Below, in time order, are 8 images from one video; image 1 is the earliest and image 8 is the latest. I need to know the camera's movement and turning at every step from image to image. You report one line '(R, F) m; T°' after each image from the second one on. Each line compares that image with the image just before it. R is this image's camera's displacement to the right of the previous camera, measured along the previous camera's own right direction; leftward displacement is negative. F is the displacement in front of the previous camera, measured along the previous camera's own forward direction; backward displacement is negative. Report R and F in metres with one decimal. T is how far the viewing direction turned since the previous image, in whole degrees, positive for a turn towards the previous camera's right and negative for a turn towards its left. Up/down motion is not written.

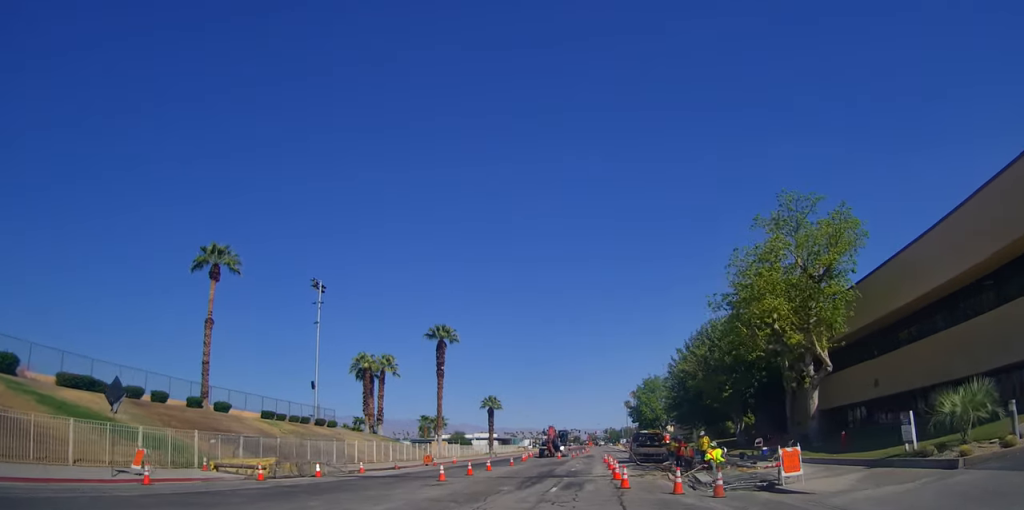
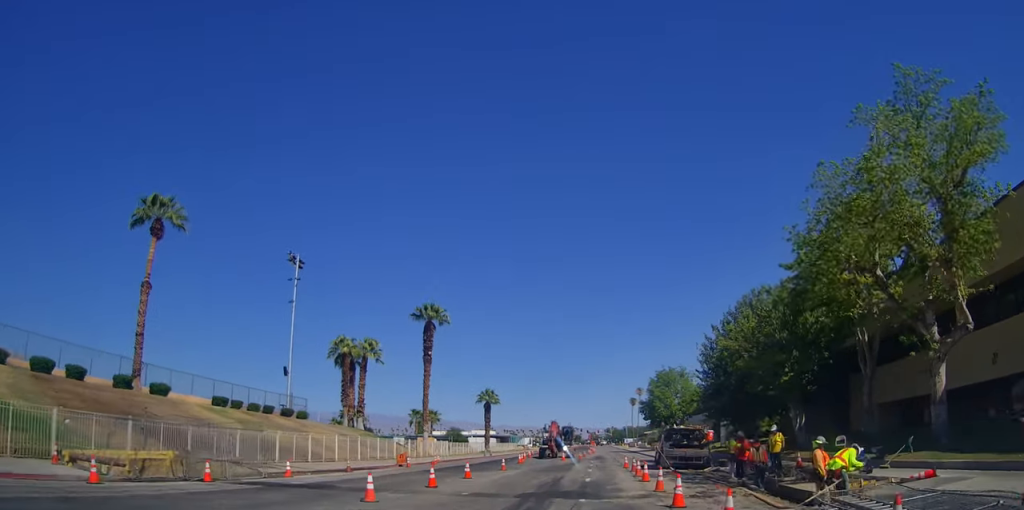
(-0.5, +9.7) m; -3°
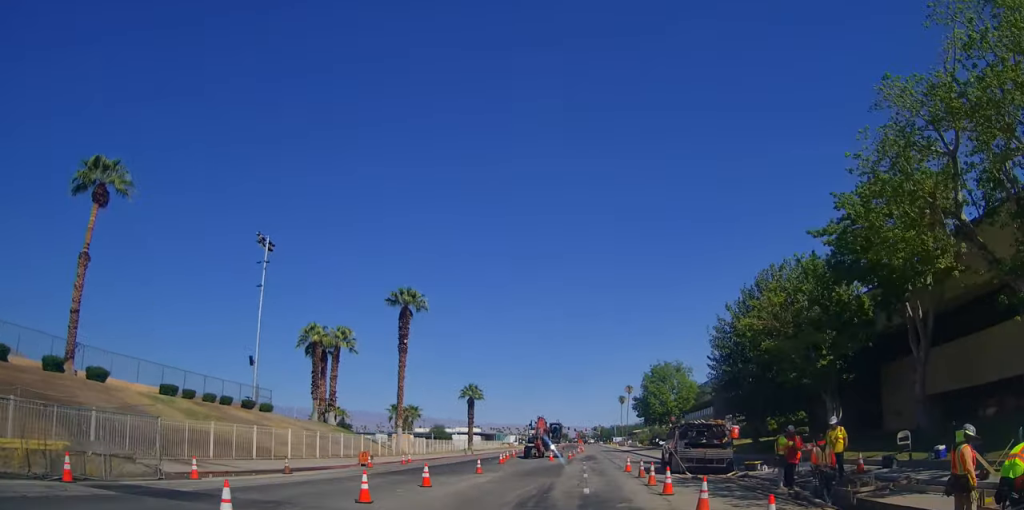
(0.0, +5.8) m; -2°
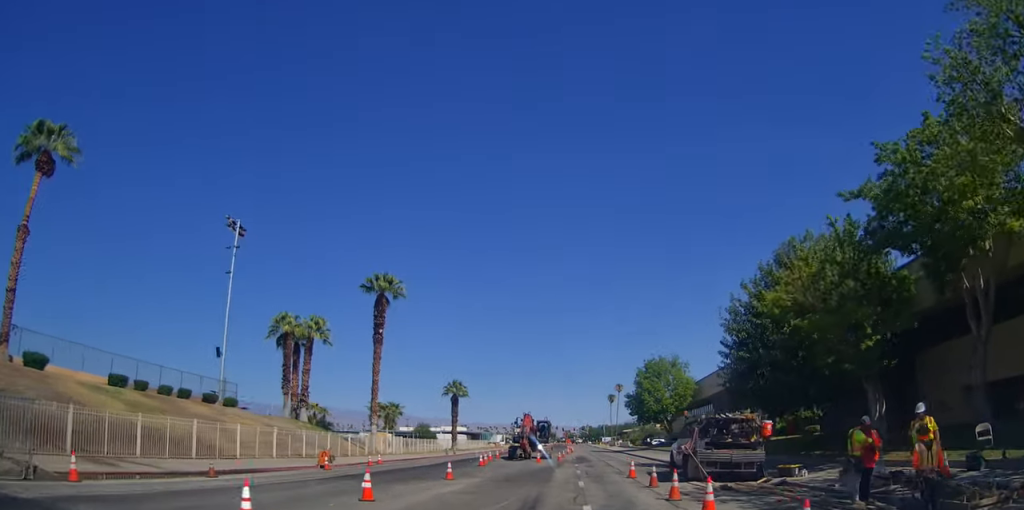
(0.0, +4.8) m; -1°
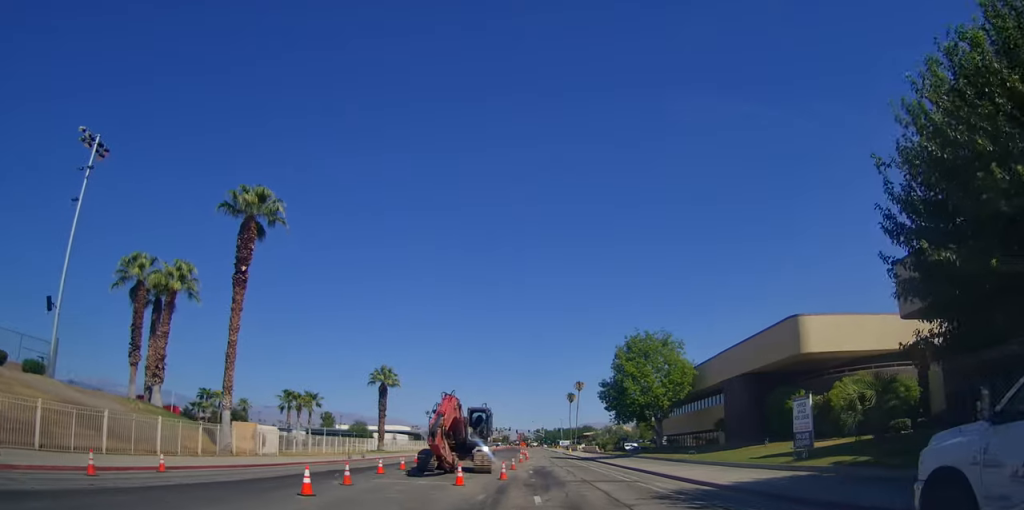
(+1.3, +19.5) m; +8°
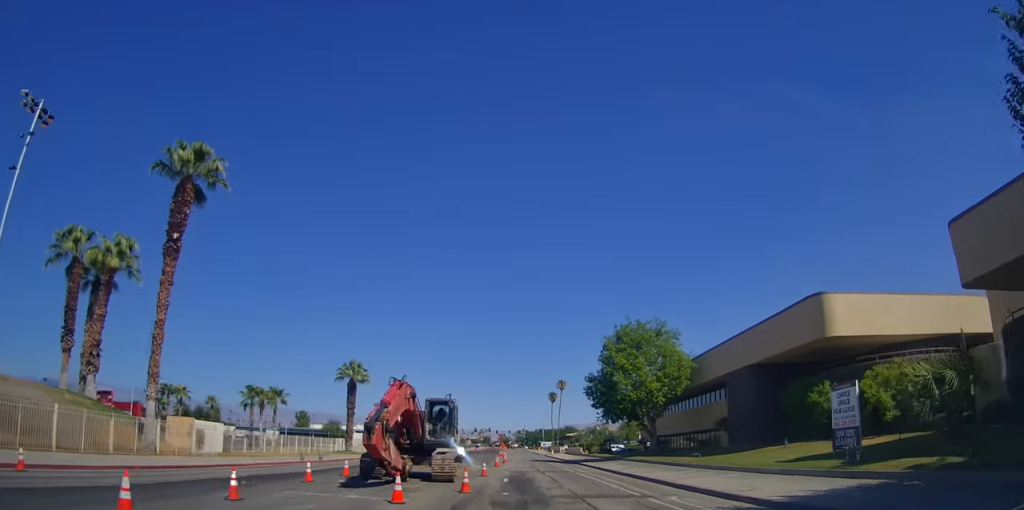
(0.0, +5.6) m; 0°
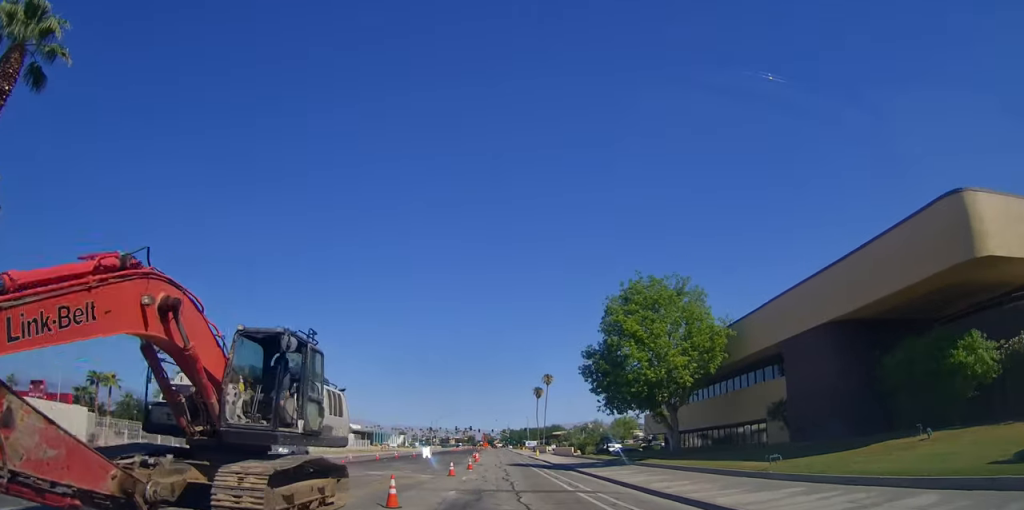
(+0.6, +12.1) m; +5°
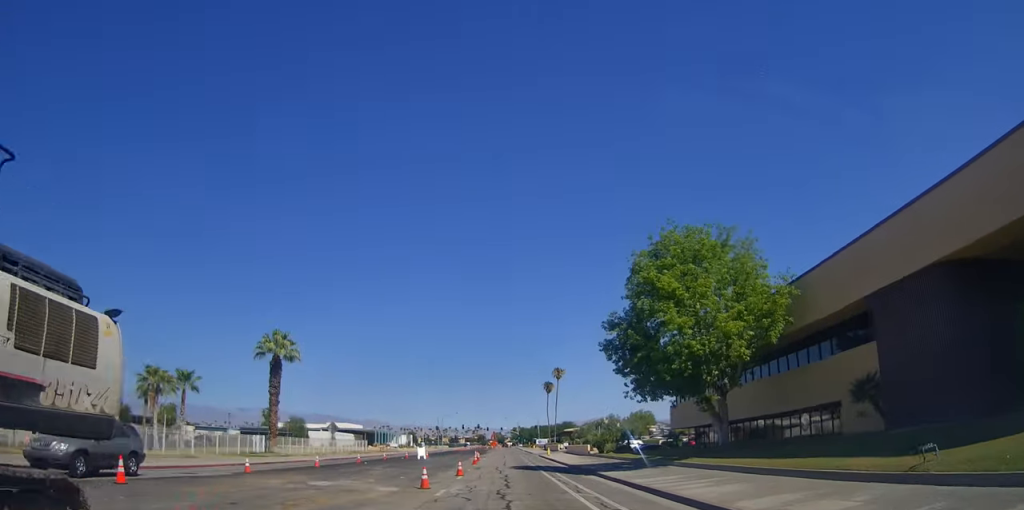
(+0.5, +7.1) m; 0°
